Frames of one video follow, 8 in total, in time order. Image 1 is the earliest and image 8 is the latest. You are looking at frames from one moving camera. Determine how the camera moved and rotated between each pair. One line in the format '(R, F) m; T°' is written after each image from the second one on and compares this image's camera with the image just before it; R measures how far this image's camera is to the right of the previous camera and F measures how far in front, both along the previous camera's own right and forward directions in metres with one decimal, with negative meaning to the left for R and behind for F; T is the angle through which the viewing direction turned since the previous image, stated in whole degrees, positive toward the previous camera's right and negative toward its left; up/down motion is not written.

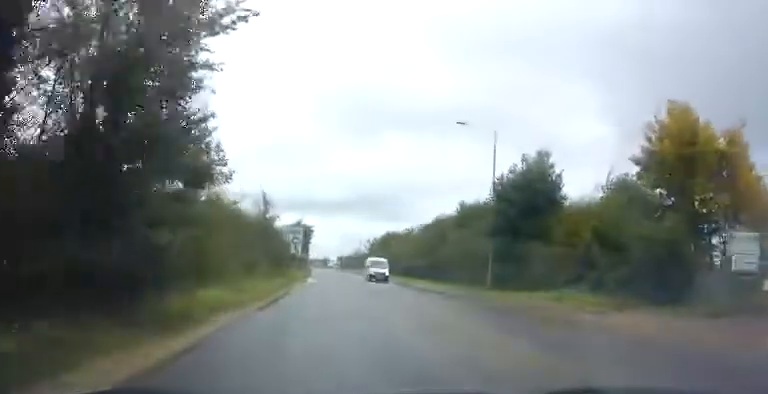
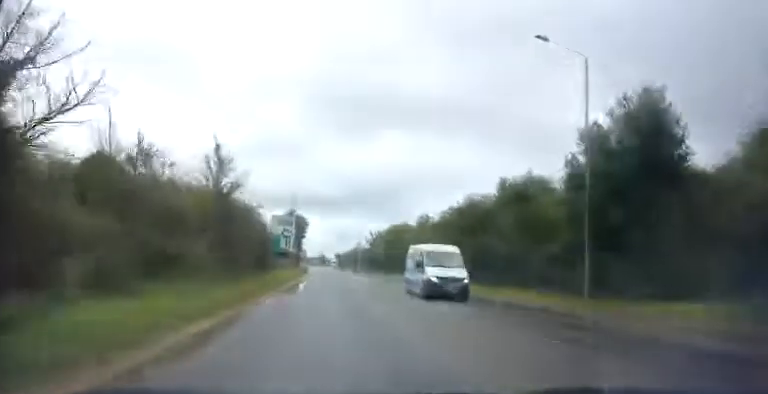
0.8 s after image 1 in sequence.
(+0.4, +11.6) m; +1°
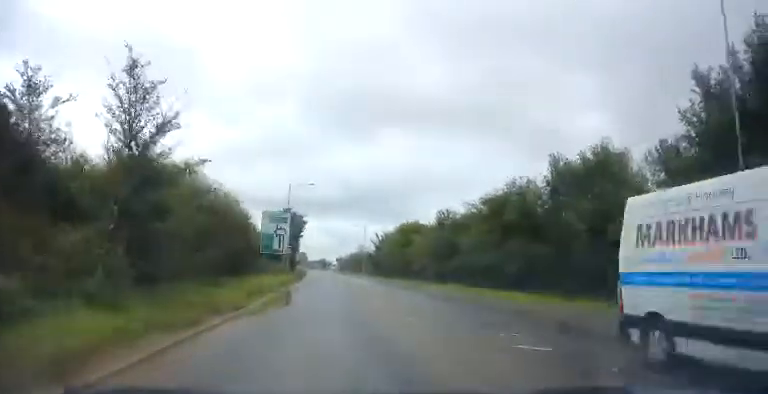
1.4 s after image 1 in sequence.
(0.0, +8.3) m; -1°
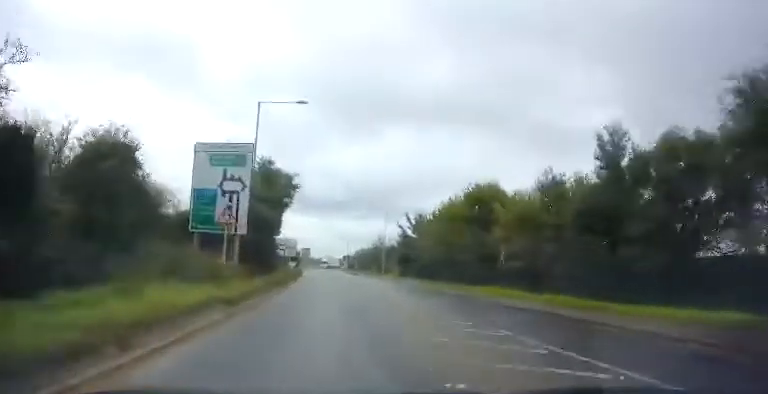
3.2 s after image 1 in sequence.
(-0.9, +26.3) m; -3°
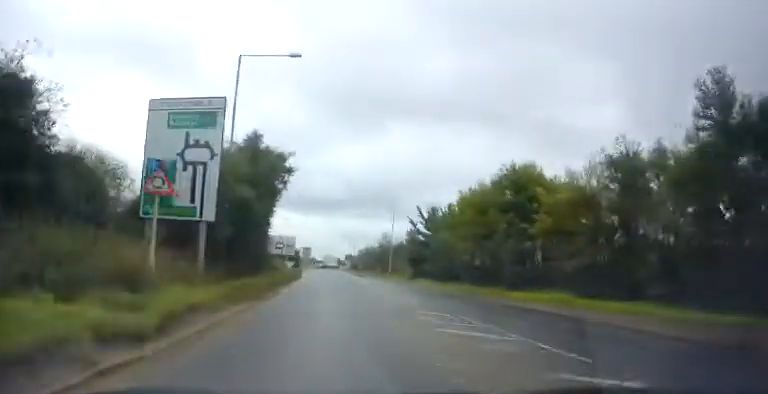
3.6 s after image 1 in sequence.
(-0.1, +6.2) m; +1°
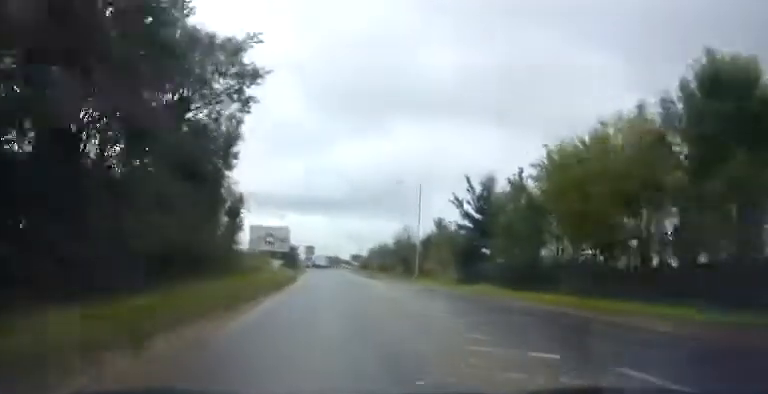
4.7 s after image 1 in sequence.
(+0.4, +15.8) m; 0°
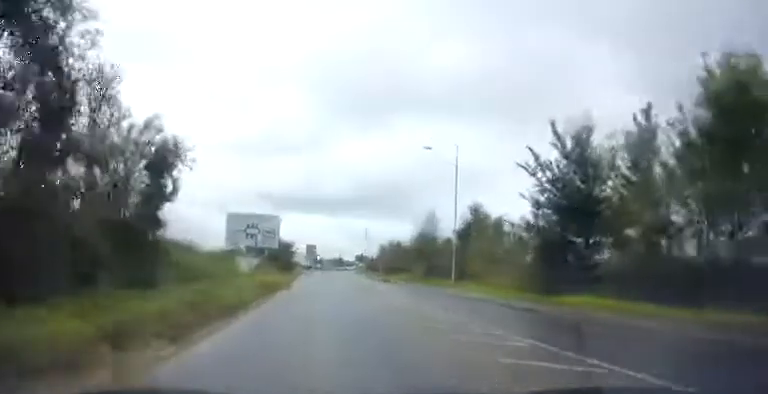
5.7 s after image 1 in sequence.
(-0.3, +12.7) m; -2°
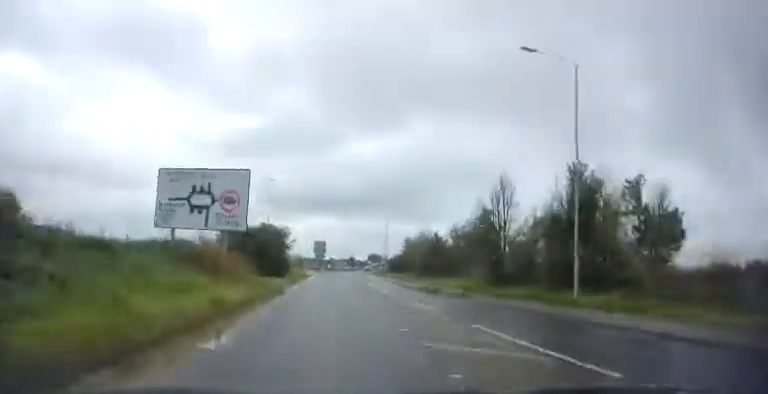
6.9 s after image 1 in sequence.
(-0.3, +16.9) m; -1°
